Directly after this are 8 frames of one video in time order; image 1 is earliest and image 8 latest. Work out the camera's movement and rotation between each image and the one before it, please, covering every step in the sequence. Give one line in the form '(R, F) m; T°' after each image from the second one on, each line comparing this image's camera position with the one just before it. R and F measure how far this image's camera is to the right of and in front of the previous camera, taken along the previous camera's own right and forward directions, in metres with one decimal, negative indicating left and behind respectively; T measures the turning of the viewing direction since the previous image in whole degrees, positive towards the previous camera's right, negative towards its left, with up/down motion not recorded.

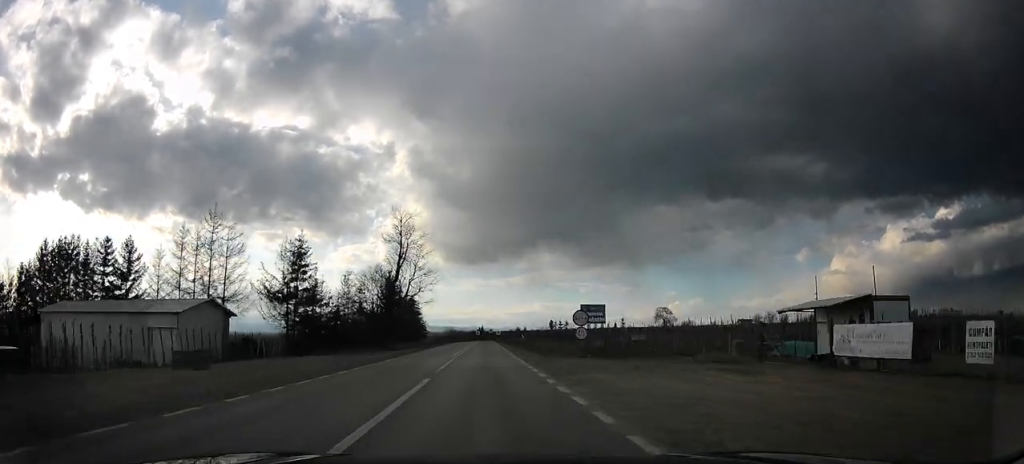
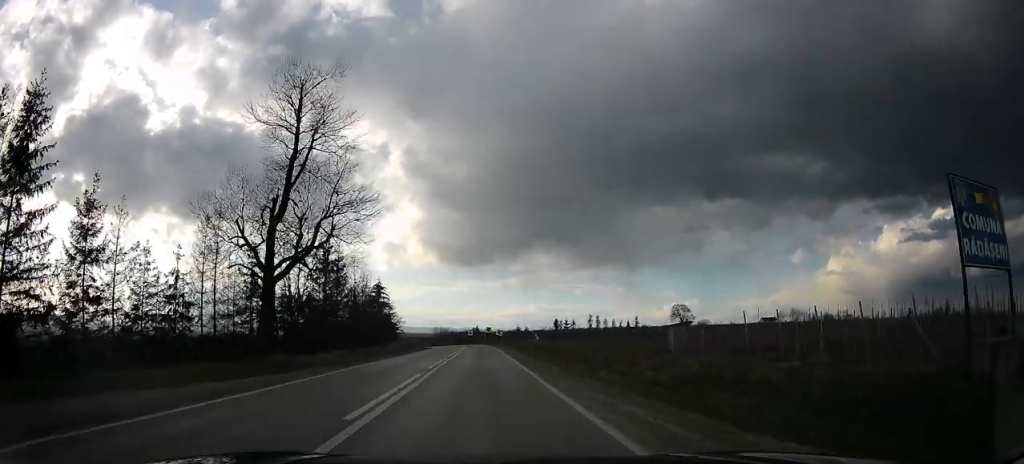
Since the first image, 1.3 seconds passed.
(0.0, +34.6) m; 0°
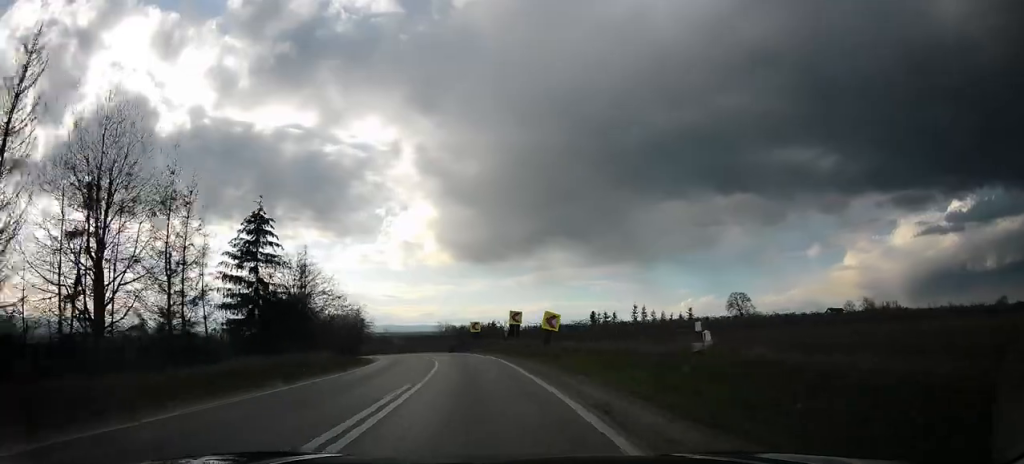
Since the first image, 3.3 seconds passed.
(-0.1, +51.8) m; +1°
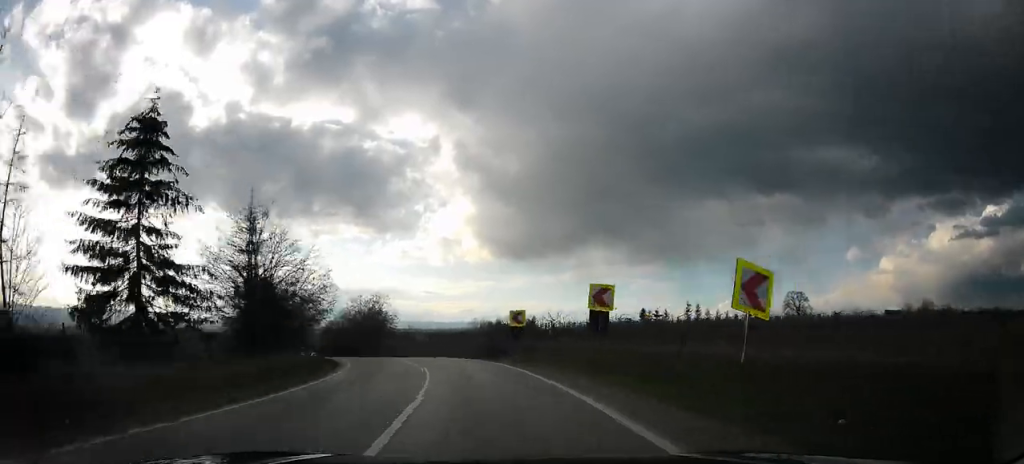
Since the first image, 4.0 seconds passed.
(+0.3, +18.2) m; +1°
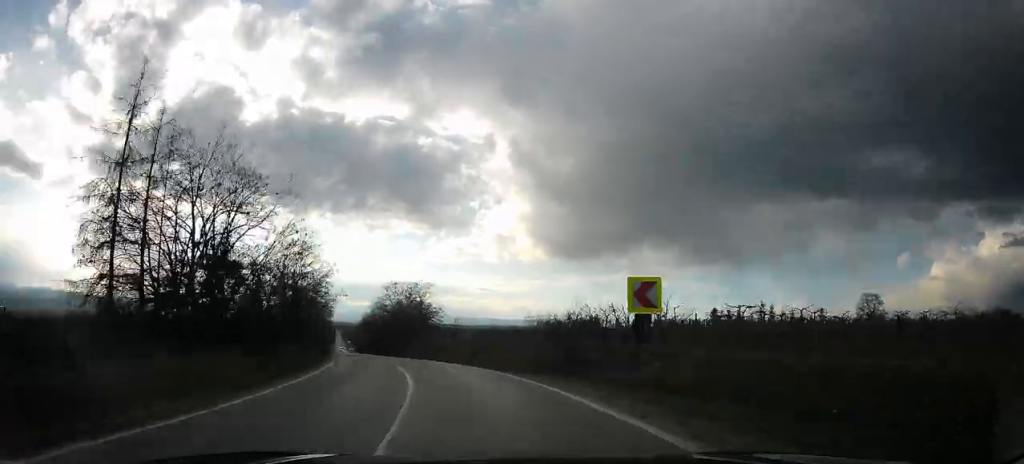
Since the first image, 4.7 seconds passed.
(+0.3, +15.8) m; 0°
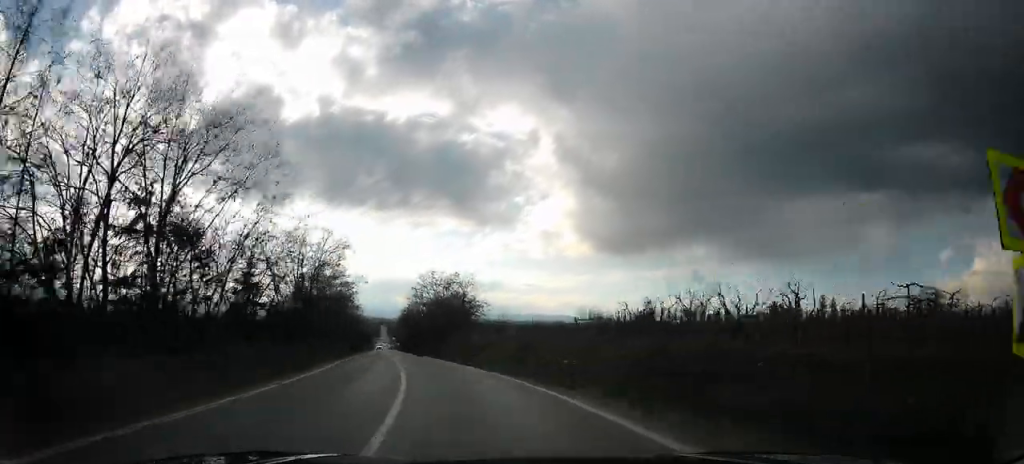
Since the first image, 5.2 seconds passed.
(+0.3, +9.4) m; -4°
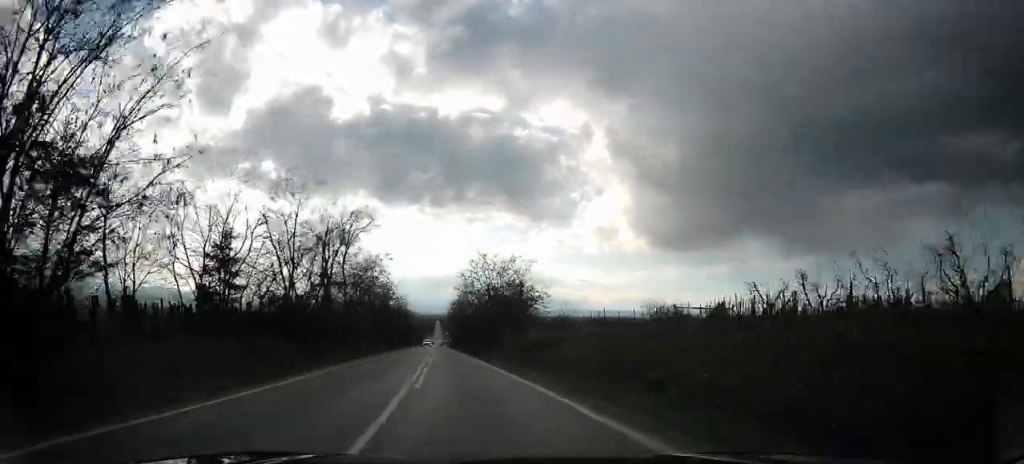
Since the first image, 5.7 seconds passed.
(+0.3, +10.7) m; -5°
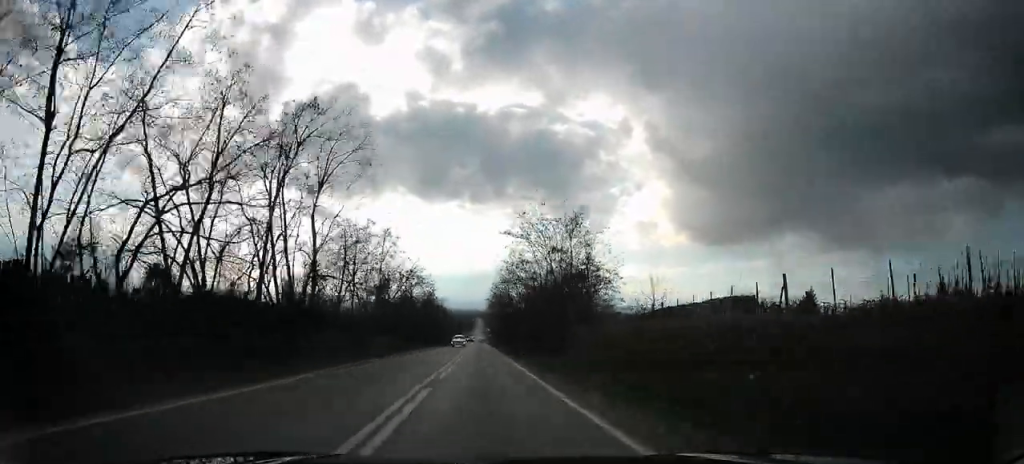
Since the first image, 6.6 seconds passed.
(-2.9, +20.2) m; -14°
